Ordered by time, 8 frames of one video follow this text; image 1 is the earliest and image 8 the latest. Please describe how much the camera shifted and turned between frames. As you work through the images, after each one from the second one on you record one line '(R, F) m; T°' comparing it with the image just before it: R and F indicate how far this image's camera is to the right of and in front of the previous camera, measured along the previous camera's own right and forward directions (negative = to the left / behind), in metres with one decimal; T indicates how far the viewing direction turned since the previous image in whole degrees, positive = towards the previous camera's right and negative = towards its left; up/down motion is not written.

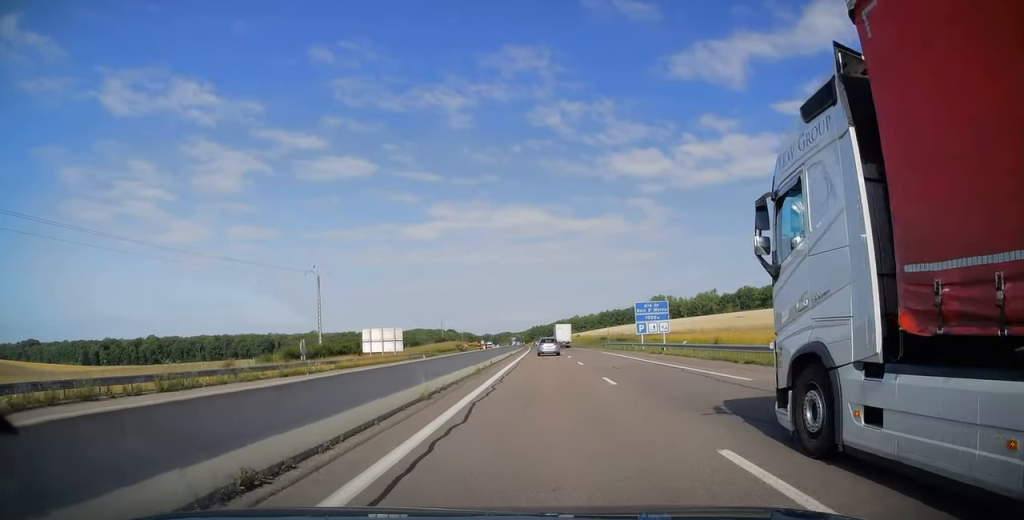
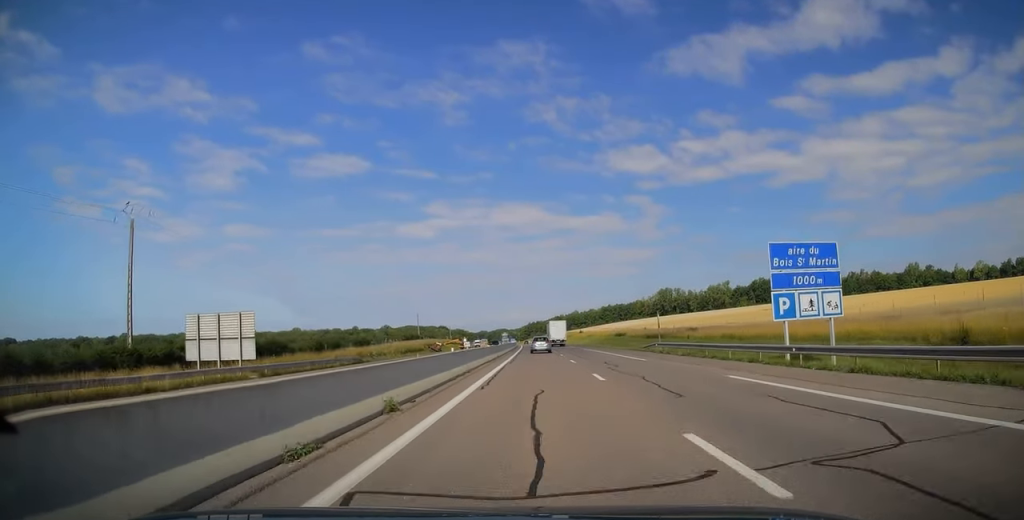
(+0.5, +38.6) m; 0°
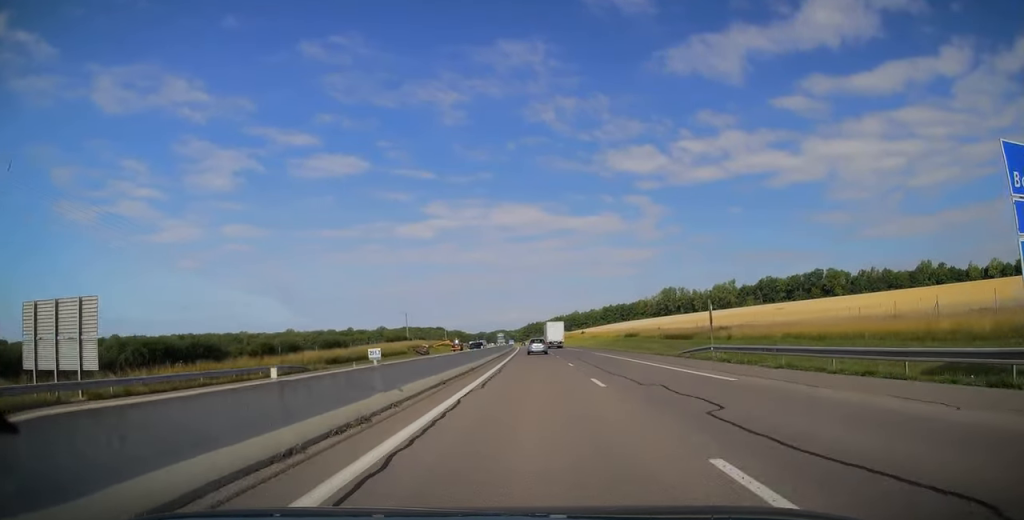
(-0.2, +14.8) m; -1°
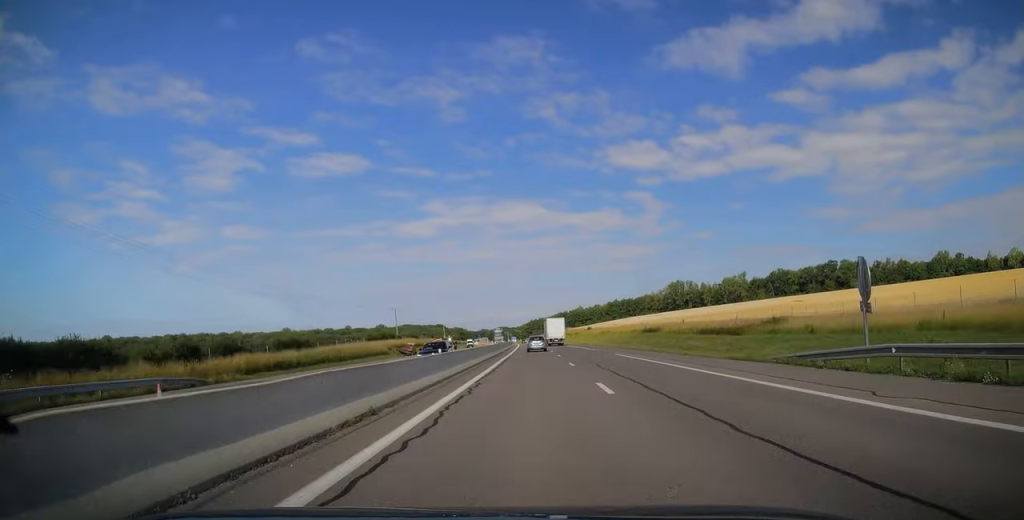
(-0.1, +15.9) m; -1°
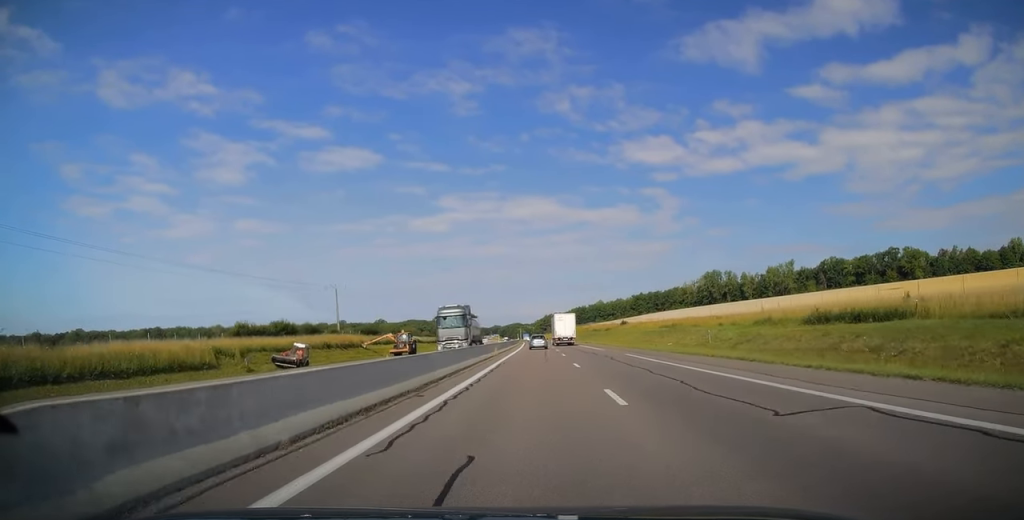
(-0.1, +54.5) m; -1°
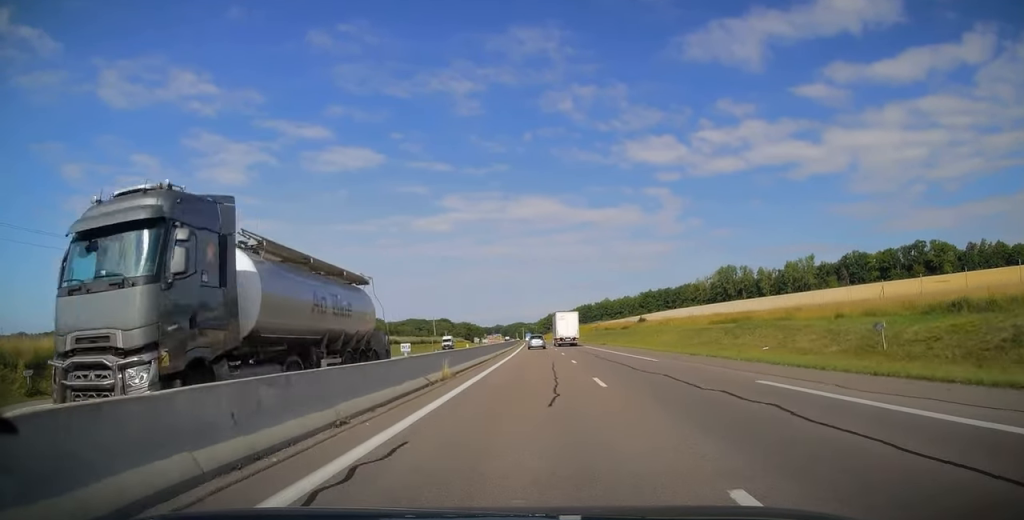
(-0.1, +22.4) m; -1°
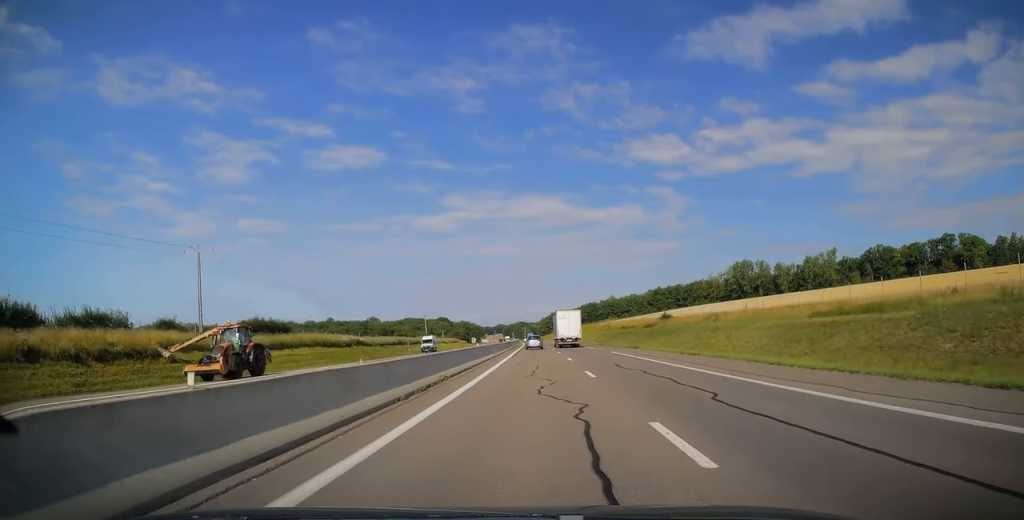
(-0.5, +22.5) m; -1°
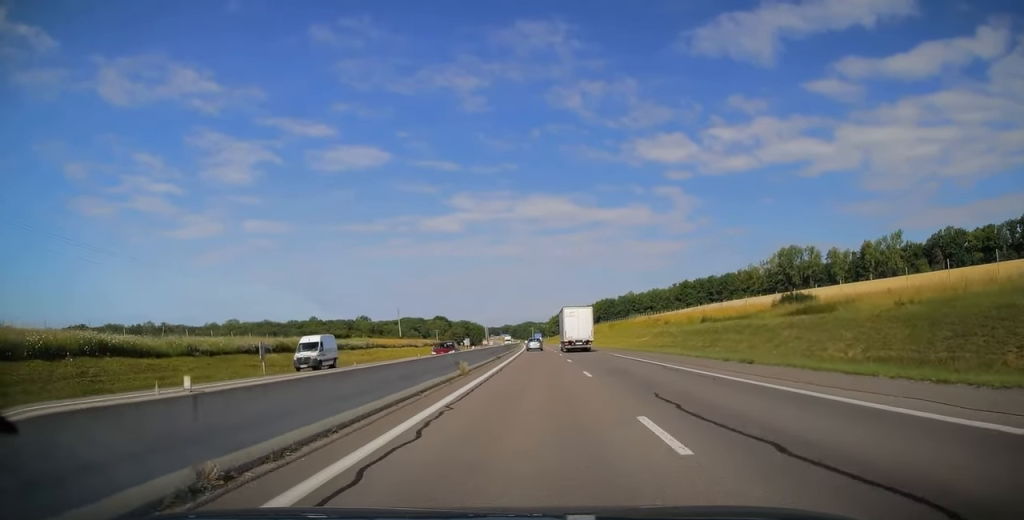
(+0.1, +52.4) m; 0°
